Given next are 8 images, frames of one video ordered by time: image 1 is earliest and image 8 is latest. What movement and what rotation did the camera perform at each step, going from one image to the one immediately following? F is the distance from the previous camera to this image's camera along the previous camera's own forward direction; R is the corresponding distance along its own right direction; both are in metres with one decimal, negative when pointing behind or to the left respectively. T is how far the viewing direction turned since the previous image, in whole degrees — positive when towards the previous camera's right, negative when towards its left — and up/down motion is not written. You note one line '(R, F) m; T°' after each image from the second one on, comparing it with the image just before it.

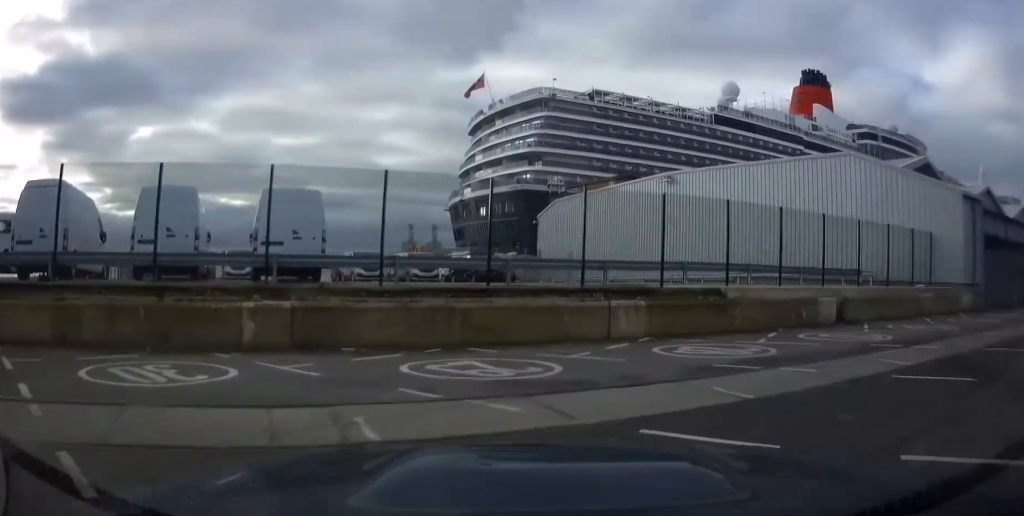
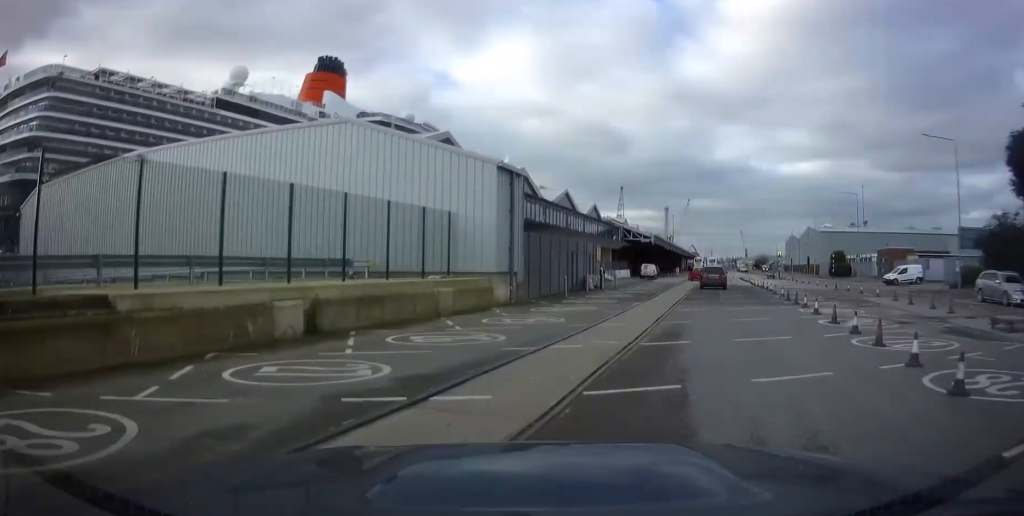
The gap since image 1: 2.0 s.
(+2.3, +5.1) m; +43°
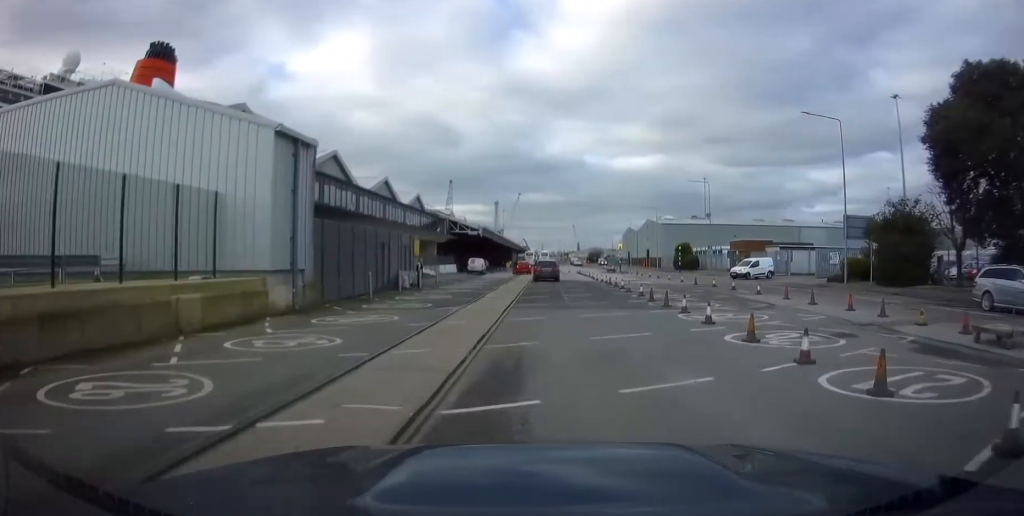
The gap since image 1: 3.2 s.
(+0.4, +4.7) m; +9°
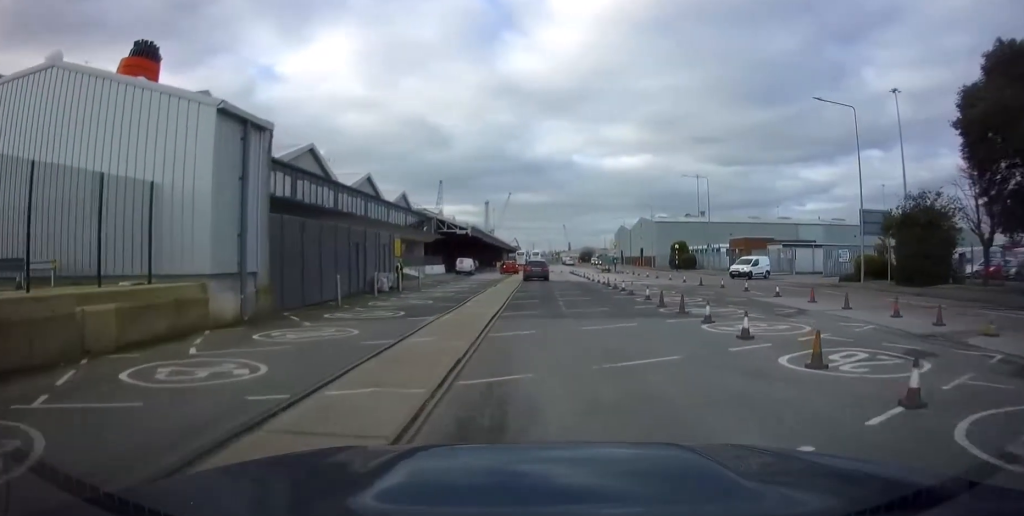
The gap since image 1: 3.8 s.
(-0.1, +2.6) m; +5°
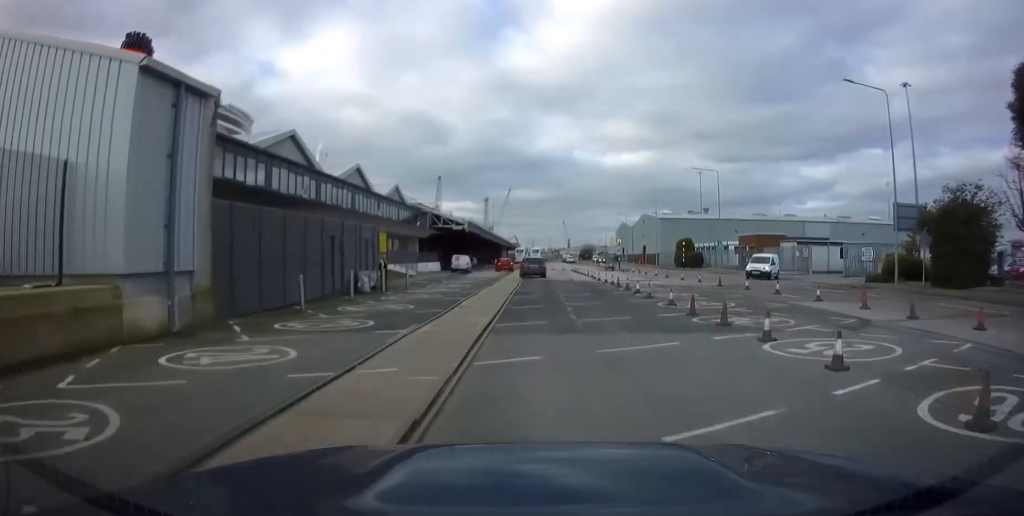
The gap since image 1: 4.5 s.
(+0.4, +3.2) m; +3°
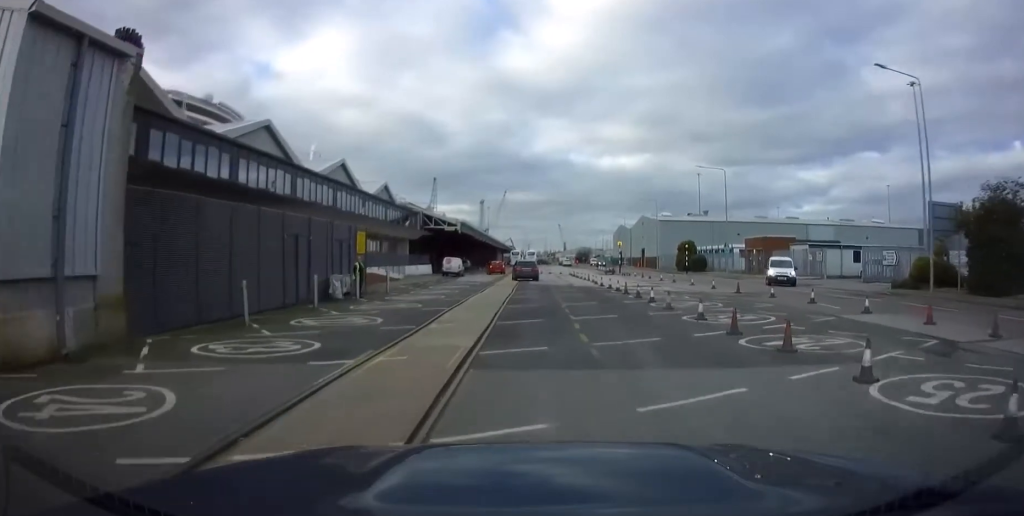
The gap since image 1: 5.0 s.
(+0.1, +3.1) m; 0°
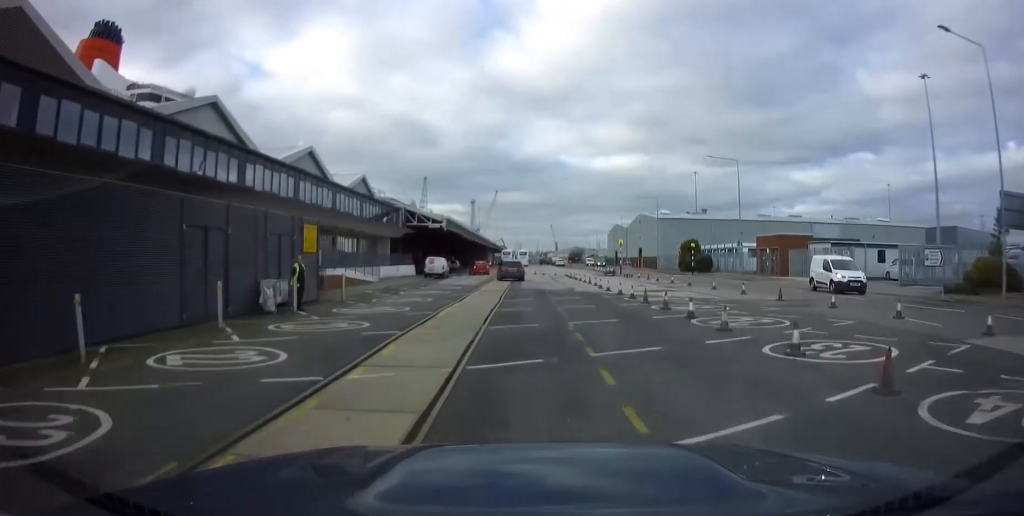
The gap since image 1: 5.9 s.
(-0.2, +5.5) m; -2°
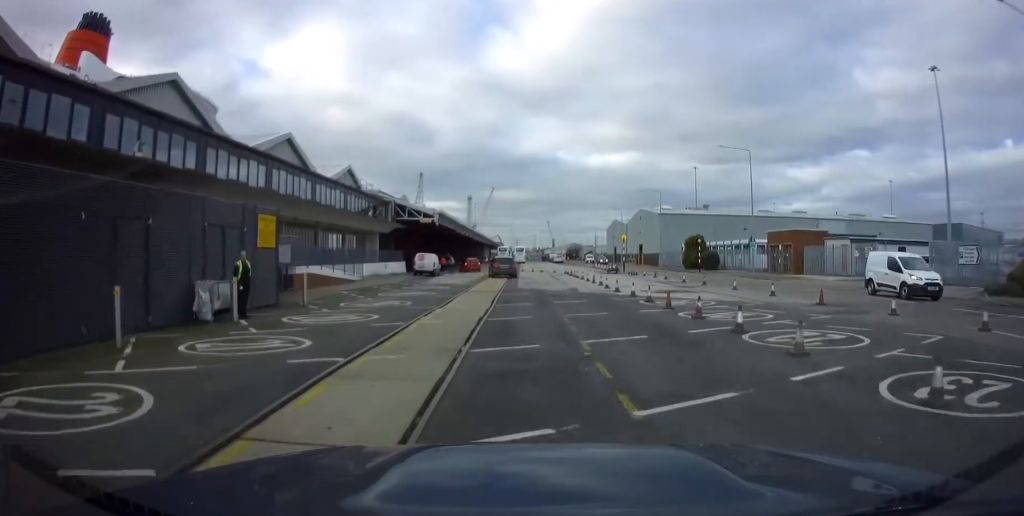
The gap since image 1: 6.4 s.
(-0.1, +3.3) m; +1°
